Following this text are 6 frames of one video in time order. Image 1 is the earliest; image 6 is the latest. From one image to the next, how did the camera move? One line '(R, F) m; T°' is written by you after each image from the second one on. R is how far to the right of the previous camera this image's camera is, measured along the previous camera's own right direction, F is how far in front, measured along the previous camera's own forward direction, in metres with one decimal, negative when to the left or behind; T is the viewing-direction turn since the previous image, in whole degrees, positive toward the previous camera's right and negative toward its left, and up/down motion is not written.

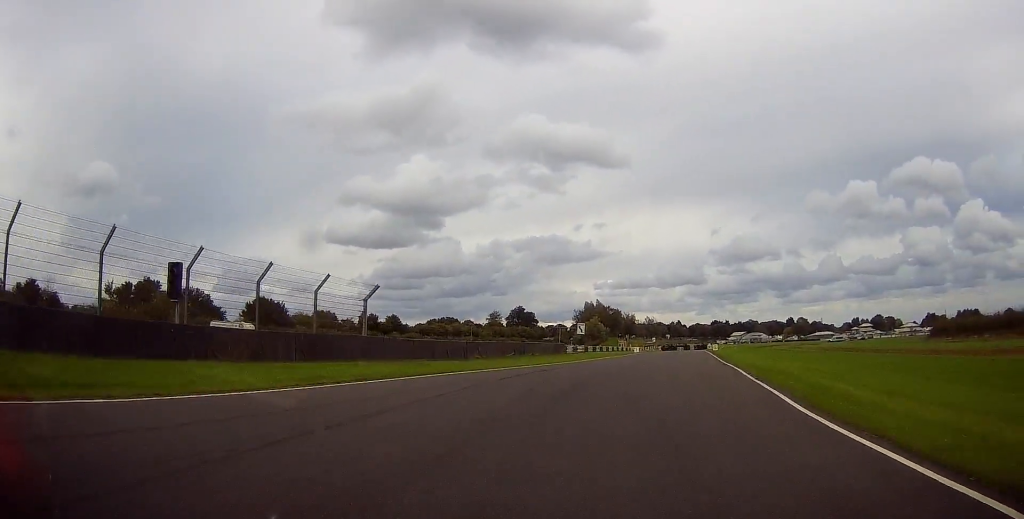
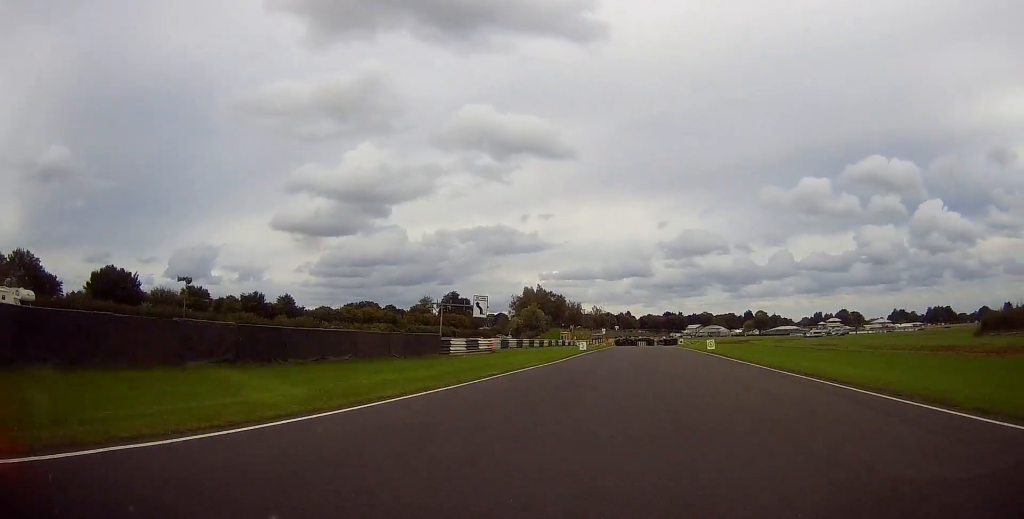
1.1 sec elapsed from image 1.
(+1.9, +32.7) m; +5°
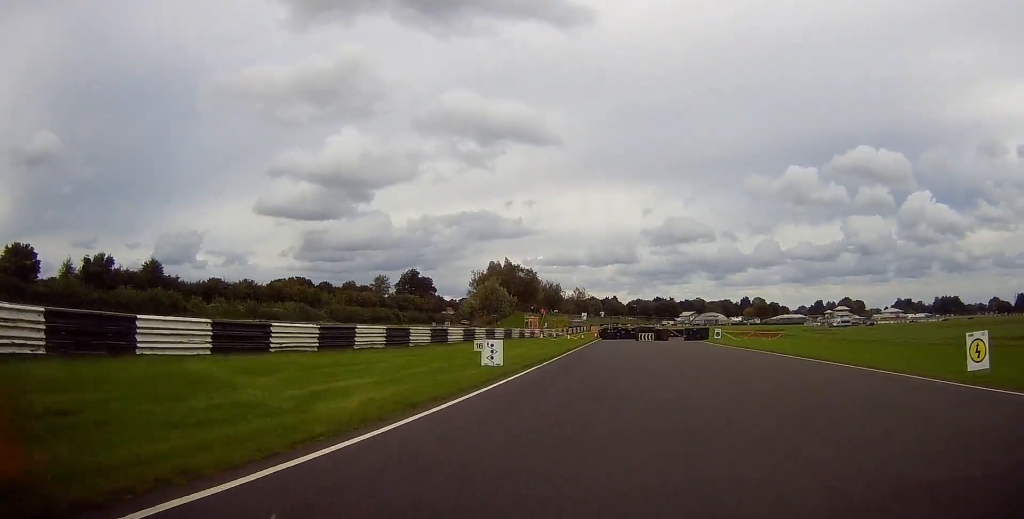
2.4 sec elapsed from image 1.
(+1.0, +41.7) m; +2°
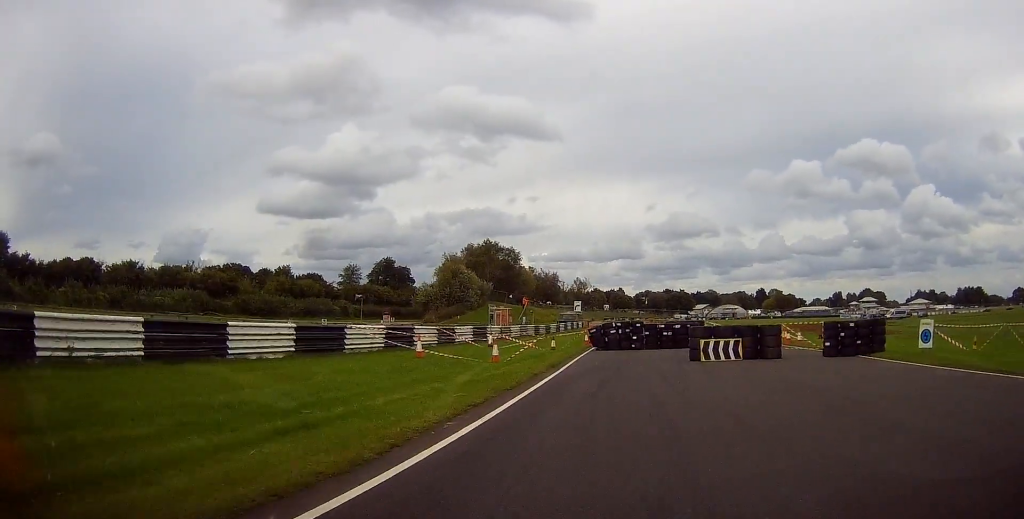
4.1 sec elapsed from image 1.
(+0.4, +38.7) m; +2°
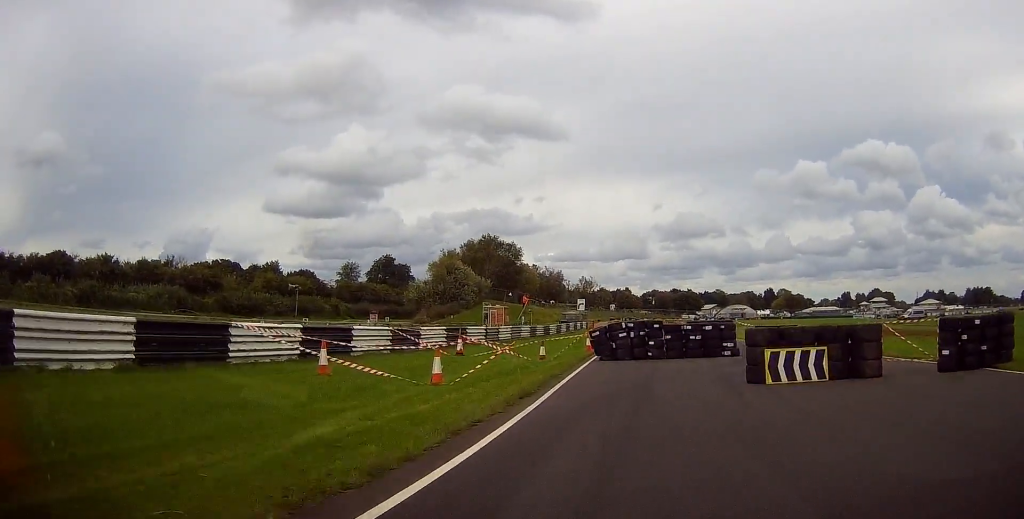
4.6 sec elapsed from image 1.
(-0.1, +7.5) m; +2°
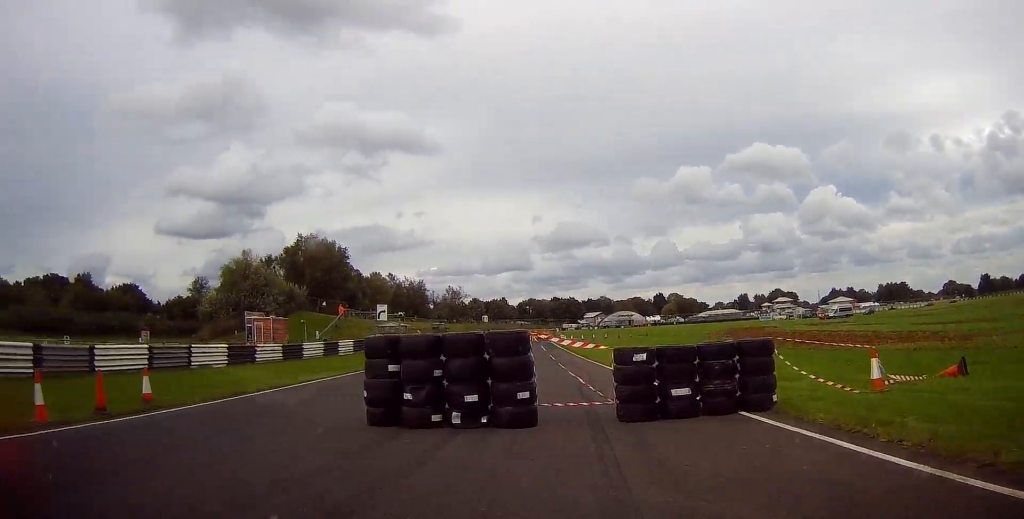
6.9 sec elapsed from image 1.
(+3.5, +24.8) m; +1°
